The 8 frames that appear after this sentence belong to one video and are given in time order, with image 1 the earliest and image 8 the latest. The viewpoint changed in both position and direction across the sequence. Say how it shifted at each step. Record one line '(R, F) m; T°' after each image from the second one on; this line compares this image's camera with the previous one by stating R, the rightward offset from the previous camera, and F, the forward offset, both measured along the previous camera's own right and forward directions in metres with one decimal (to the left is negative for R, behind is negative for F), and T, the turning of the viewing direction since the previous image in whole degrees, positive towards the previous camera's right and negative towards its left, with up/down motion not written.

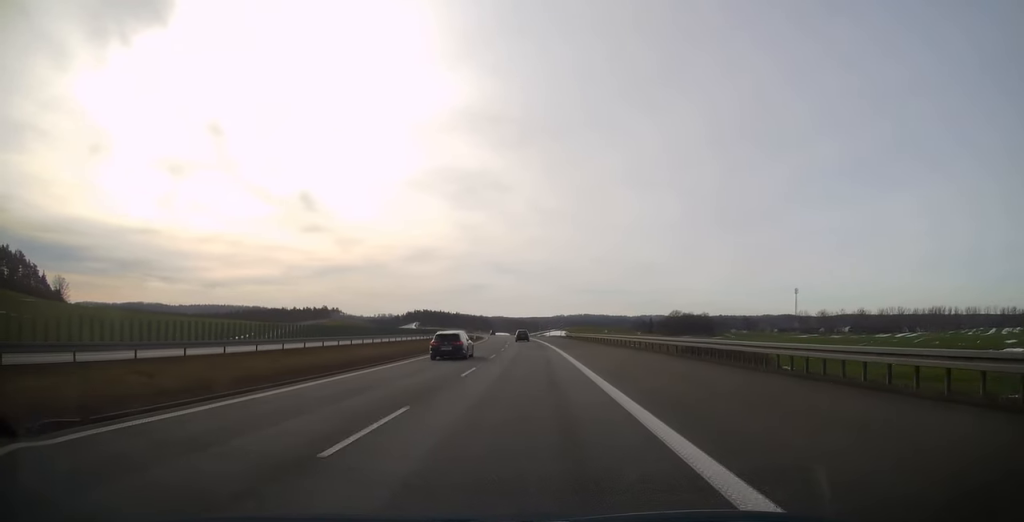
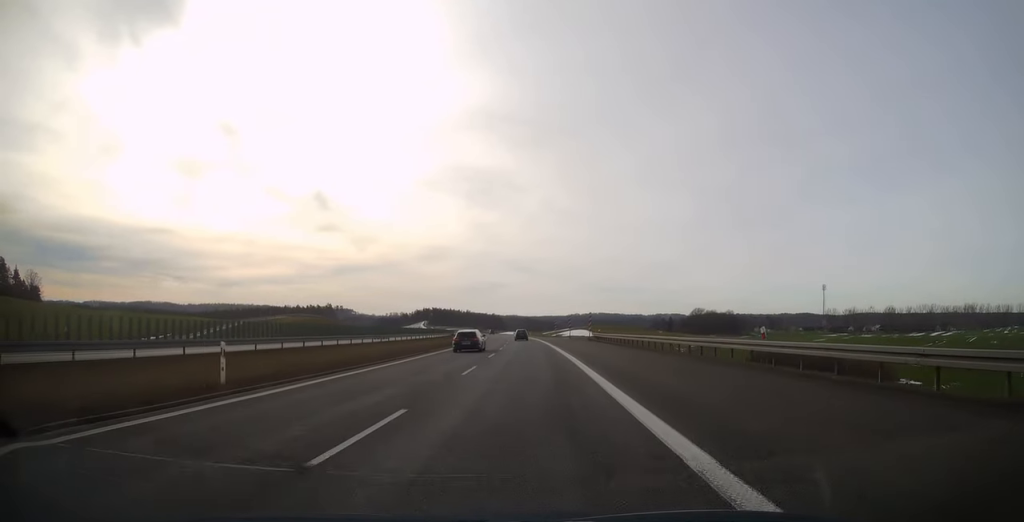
(-0.5, +36.5) m; -2°
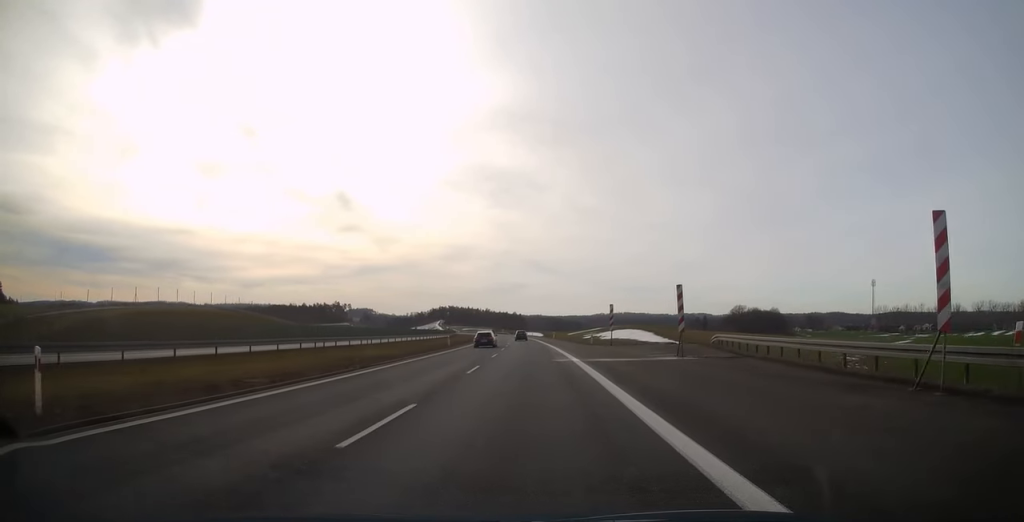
(-0.9, +57.5) m; -2°
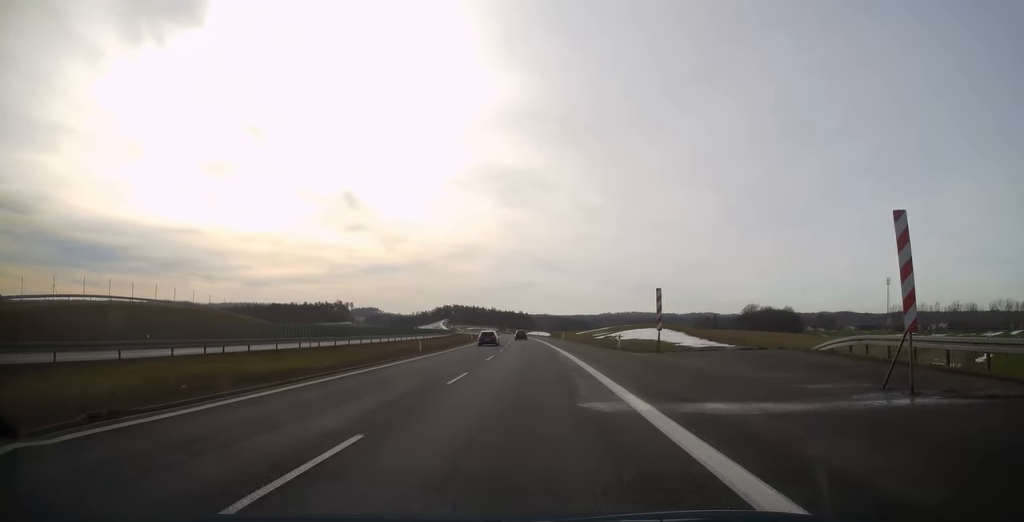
(-0.1, +16.4) m; -1°
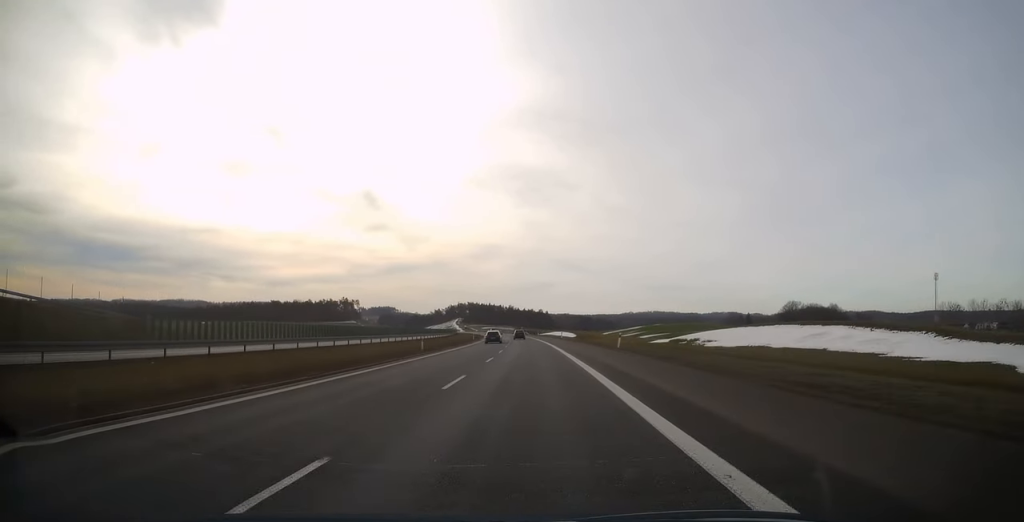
(-0.9, +49.2) m; -2°
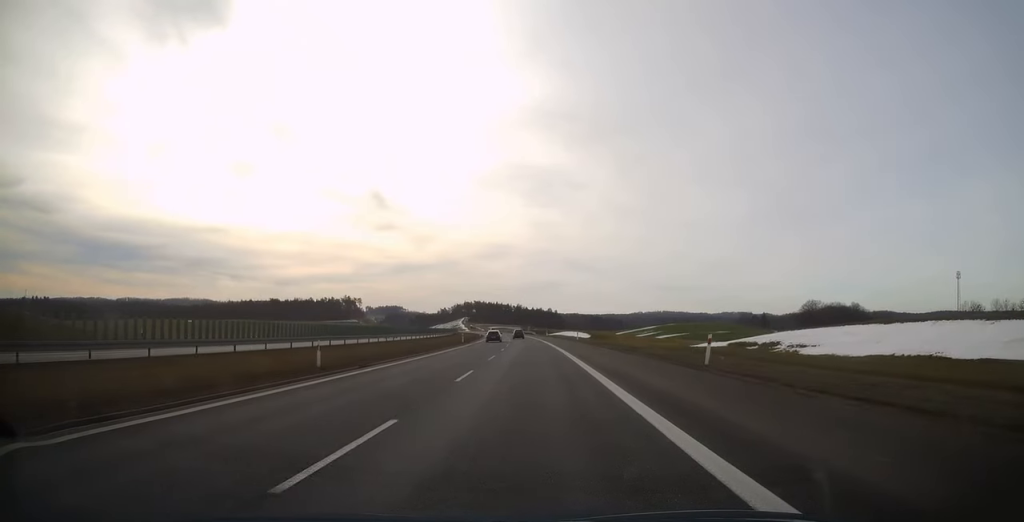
(0.0, +21.5) m; -1°
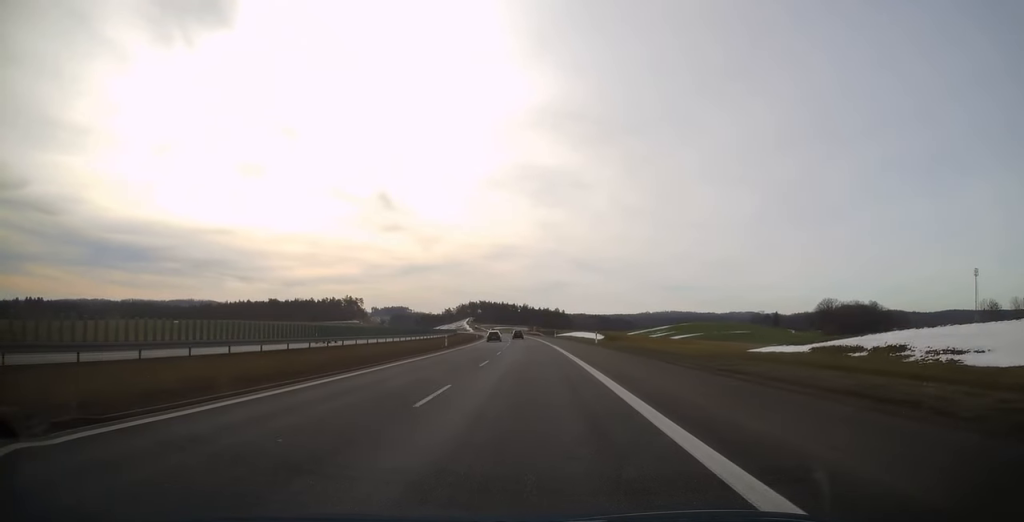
(-0.1, +16.9) m; -1°
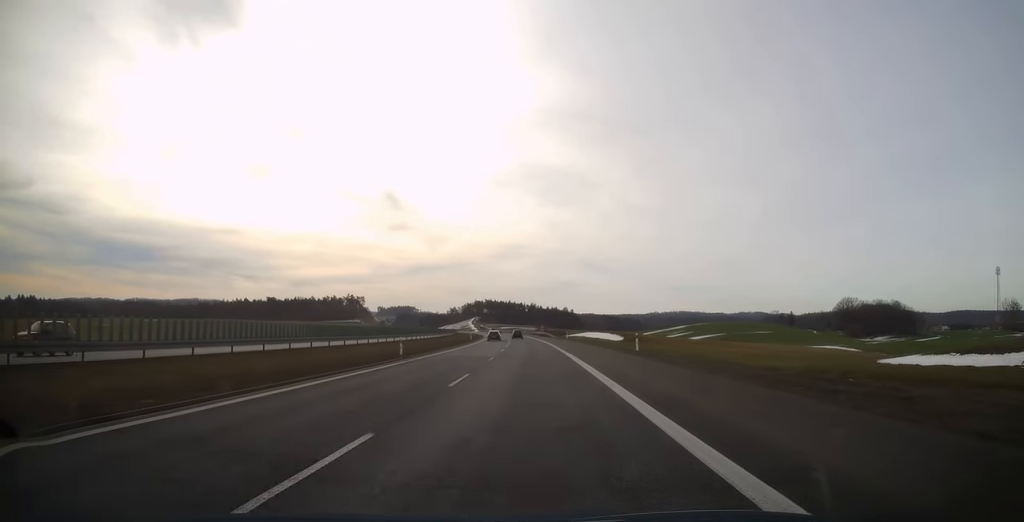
(-0.3, +20.0) m; -1°
